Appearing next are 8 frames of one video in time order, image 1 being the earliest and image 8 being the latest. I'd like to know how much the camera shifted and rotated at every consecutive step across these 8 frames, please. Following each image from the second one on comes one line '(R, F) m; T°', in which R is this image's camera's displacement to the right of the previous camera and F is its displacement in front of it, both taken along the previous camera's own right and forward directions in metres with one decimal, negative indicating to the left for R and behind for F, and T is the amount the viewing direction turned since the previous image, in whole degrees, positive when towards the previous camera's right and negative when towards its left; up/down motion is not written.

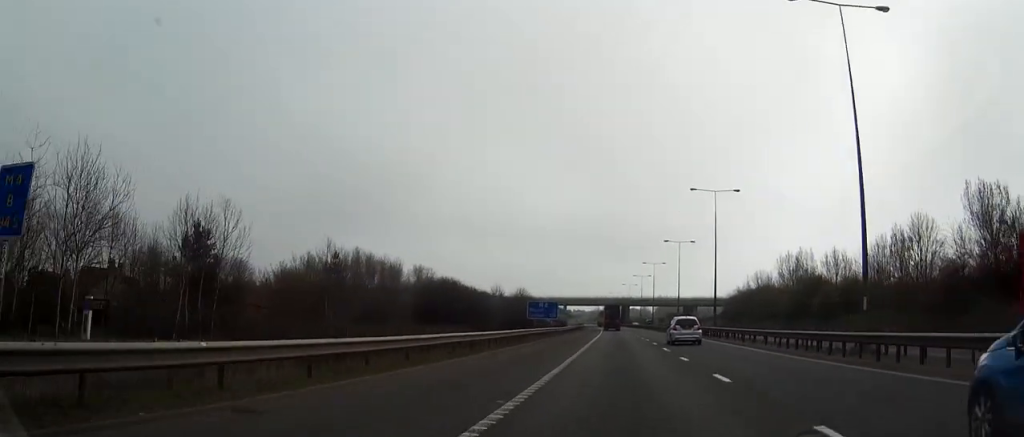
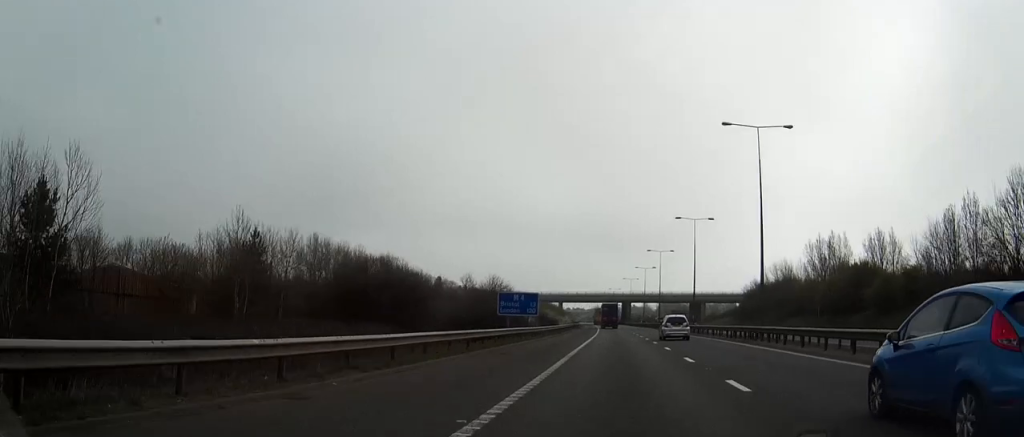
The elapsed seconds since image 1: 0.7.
(0.0, +20.4) m; 0°
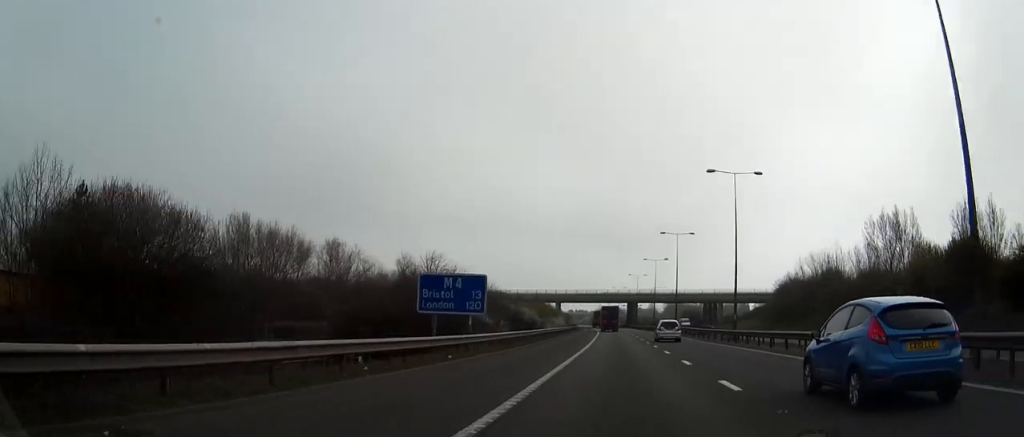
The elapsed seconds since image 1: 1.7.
(0.0, +25.9) m; 0°
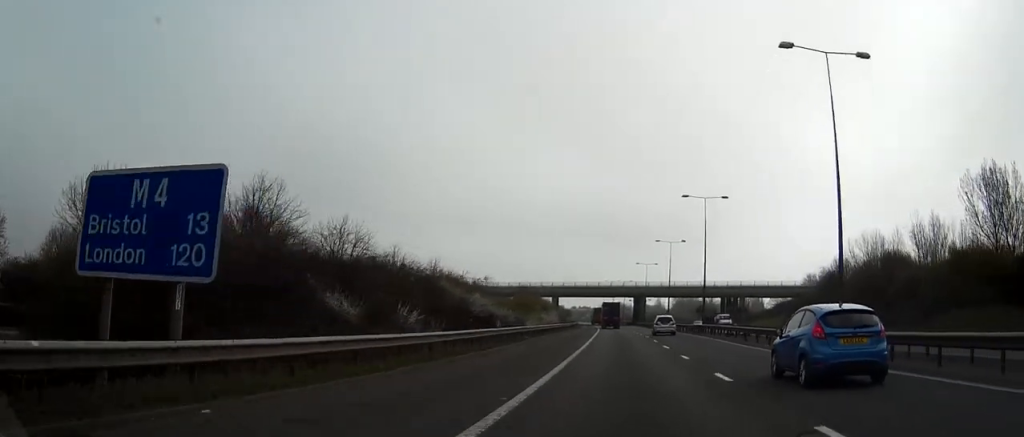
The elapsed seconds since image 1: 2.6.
(-0.1, +24.9) m; 0°
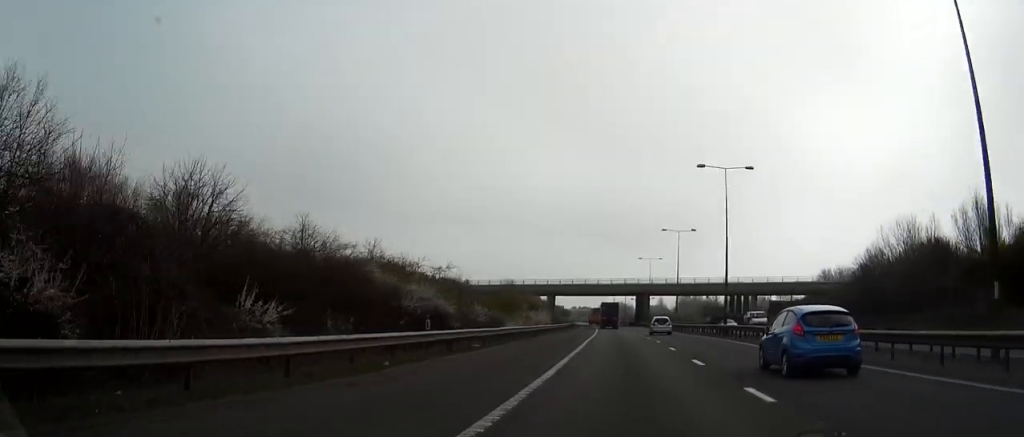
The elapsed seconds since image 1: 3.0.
(0.0, +12.9) m; 0°
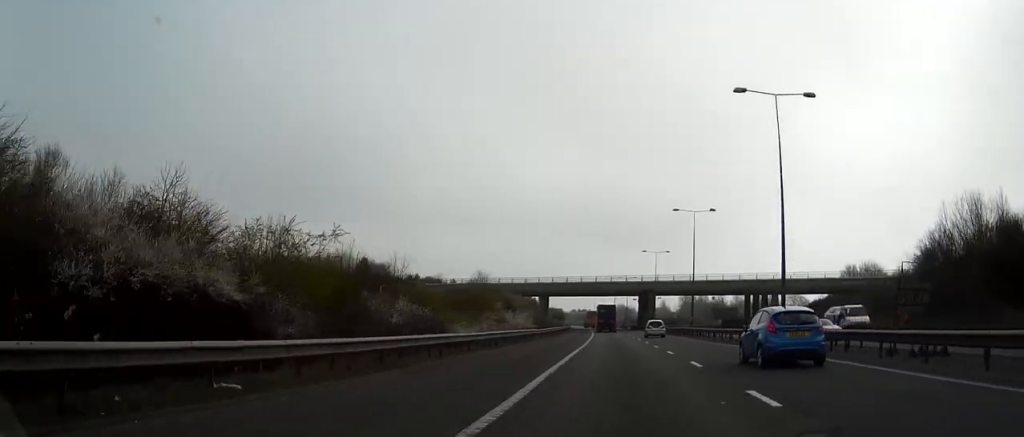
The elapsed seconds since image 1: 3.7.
(0.0, +18.4) m; 0°
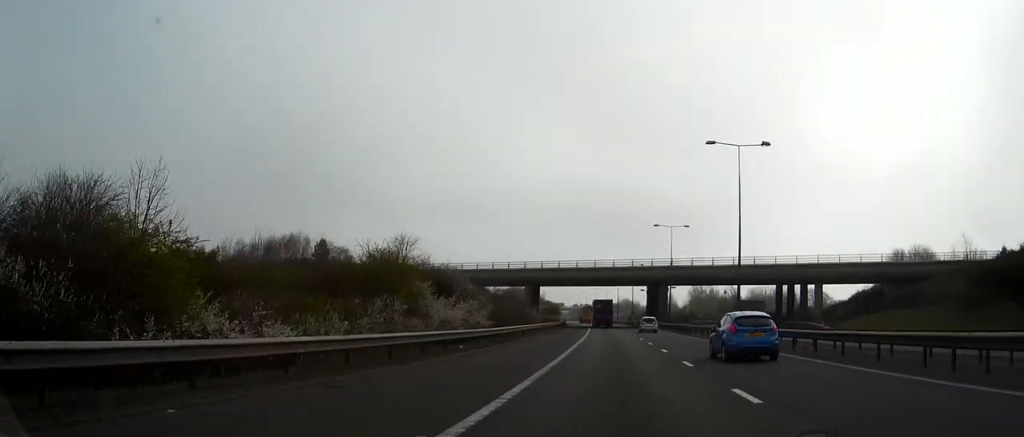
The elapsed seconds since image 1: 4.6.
(-0.1, +25.9) m; 0°
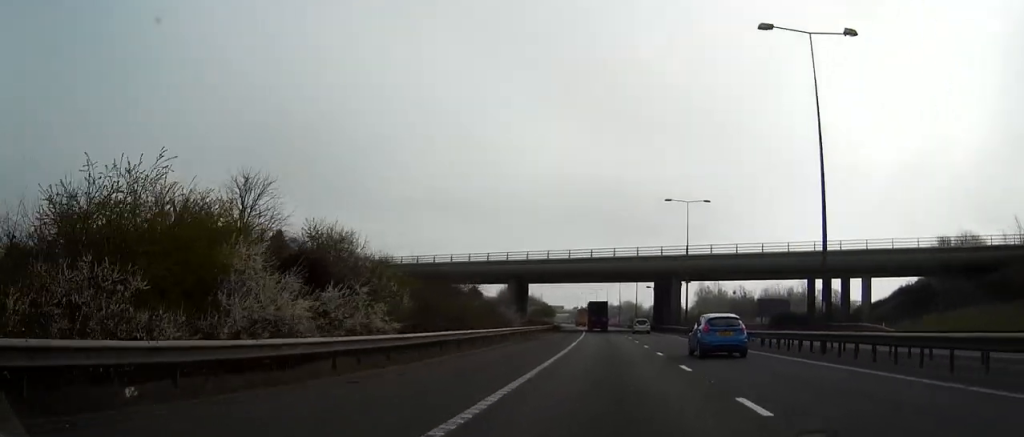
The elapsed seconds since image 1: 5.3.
(0.0, +19.4) m; 0°
